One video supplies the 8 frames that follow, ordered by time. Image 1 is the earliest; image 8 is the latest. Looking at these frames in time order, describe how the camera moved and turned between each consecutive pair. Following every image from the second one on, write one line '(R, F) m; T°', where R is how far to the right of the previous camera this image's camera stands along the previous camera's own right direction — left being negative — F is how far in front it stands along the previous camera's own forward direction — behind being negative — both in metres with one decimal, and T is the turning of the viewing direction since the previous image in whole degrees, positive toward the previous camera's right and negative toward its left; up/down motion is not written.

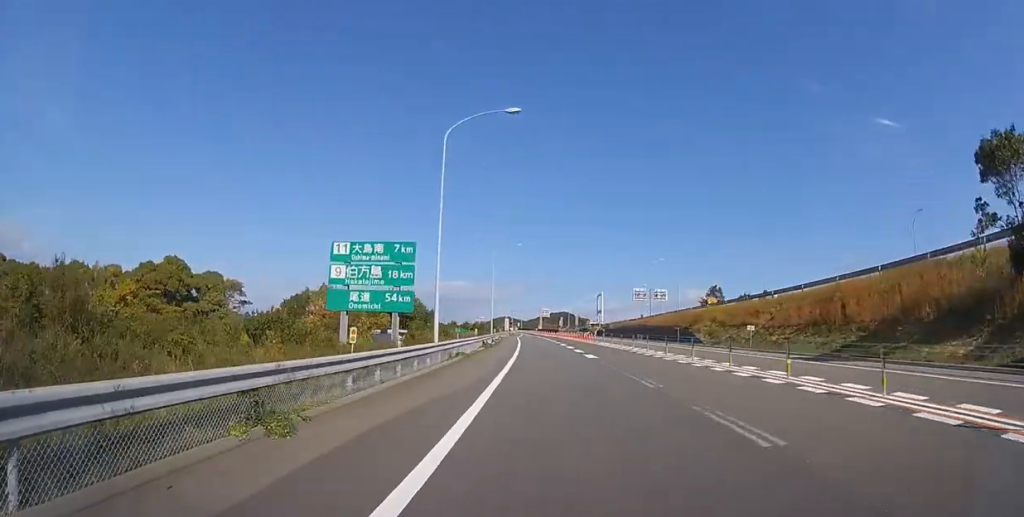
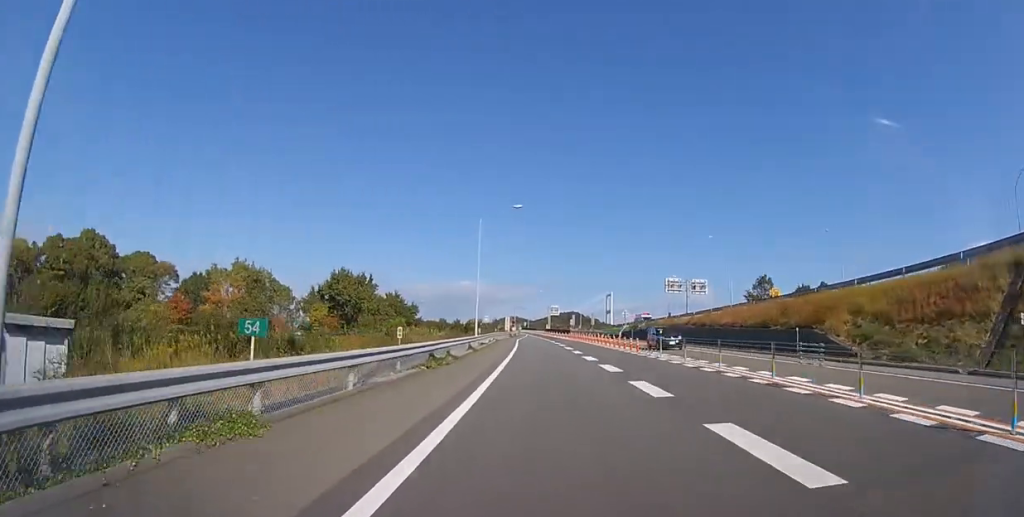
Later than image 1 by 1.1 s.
(-0.3, +18.9) m; -1°
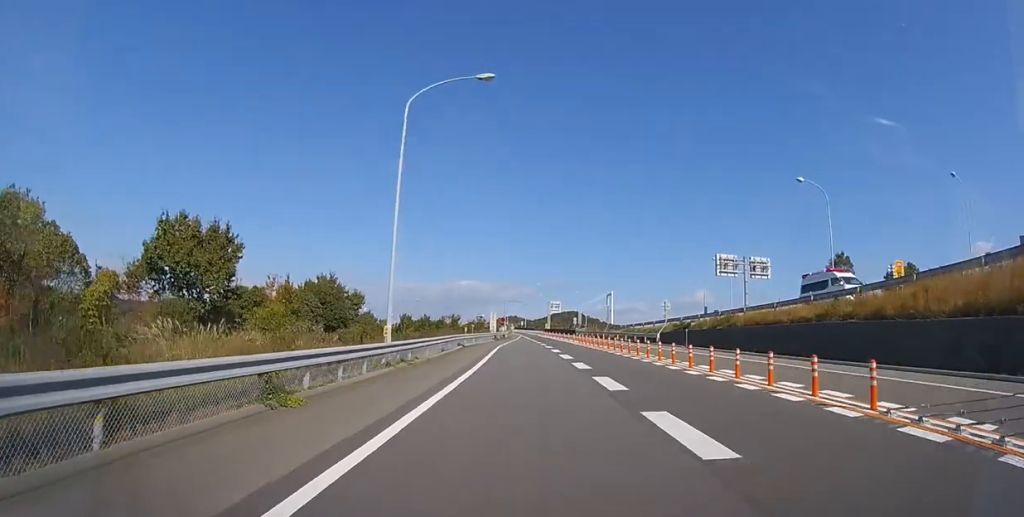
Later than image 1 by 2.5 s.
(0.0, +22.8) m; 0°
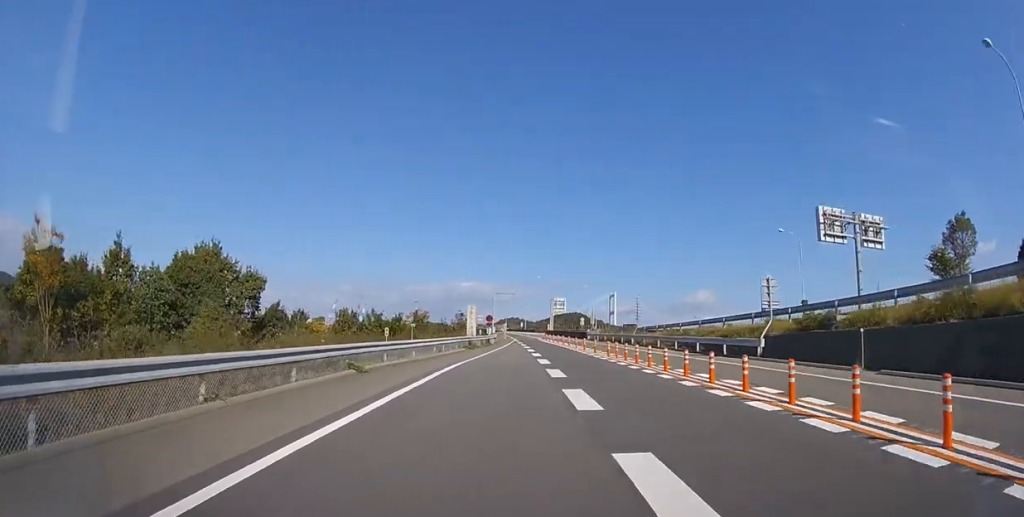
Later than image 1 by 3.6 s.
(-0.1, +20.4) m; -1°
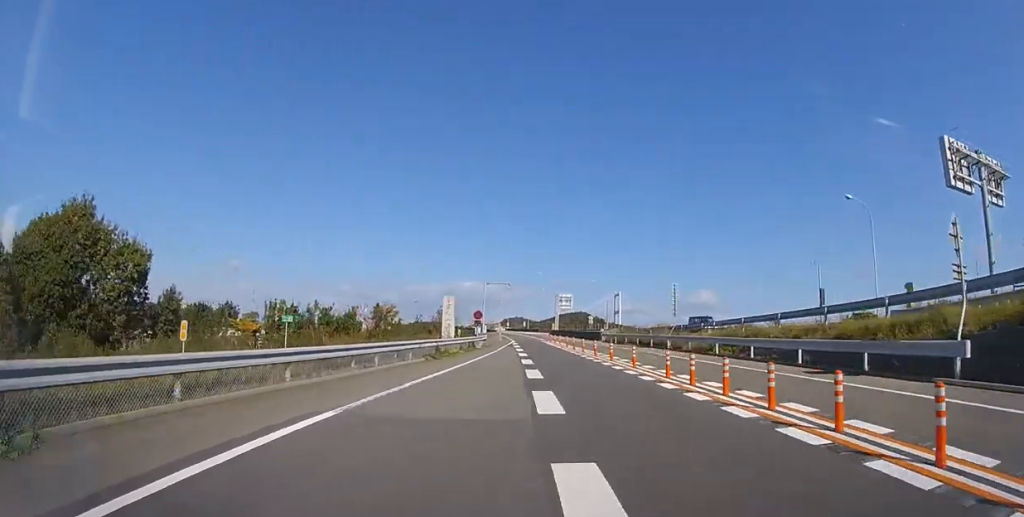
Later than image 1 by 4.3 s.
(0.0, +12.4) m; 0°
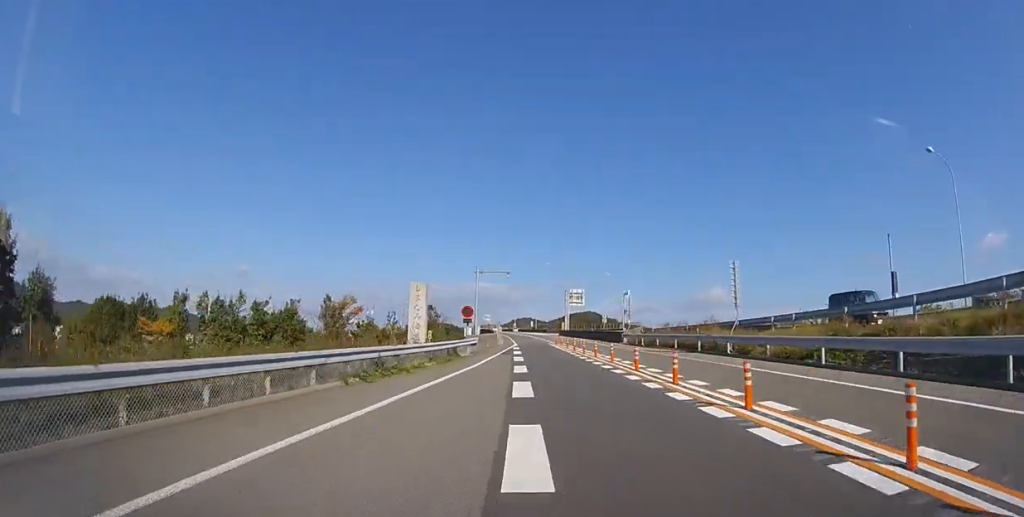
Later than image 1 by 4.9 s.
(0.0, +10.1) m; -1°
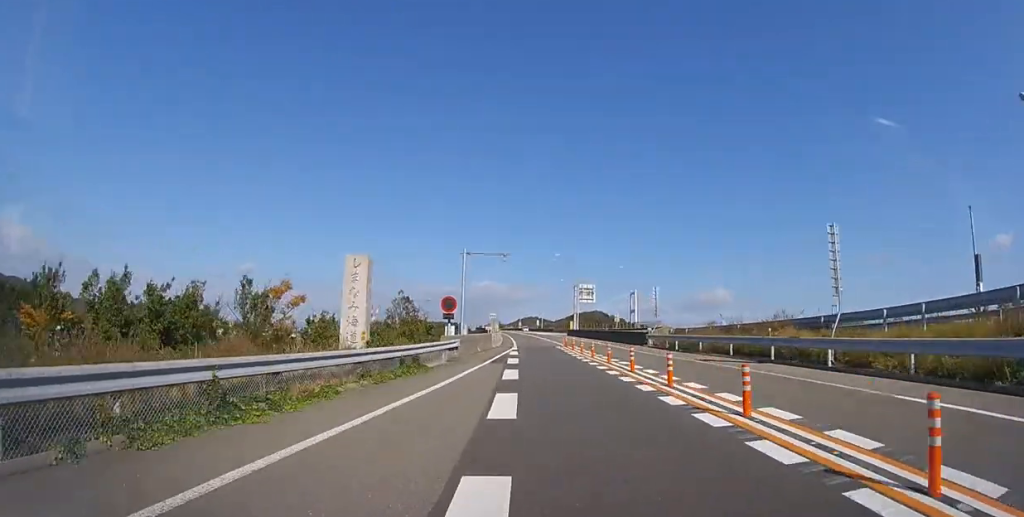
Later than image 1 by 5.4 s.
(0.0, +9.5) m; -1°
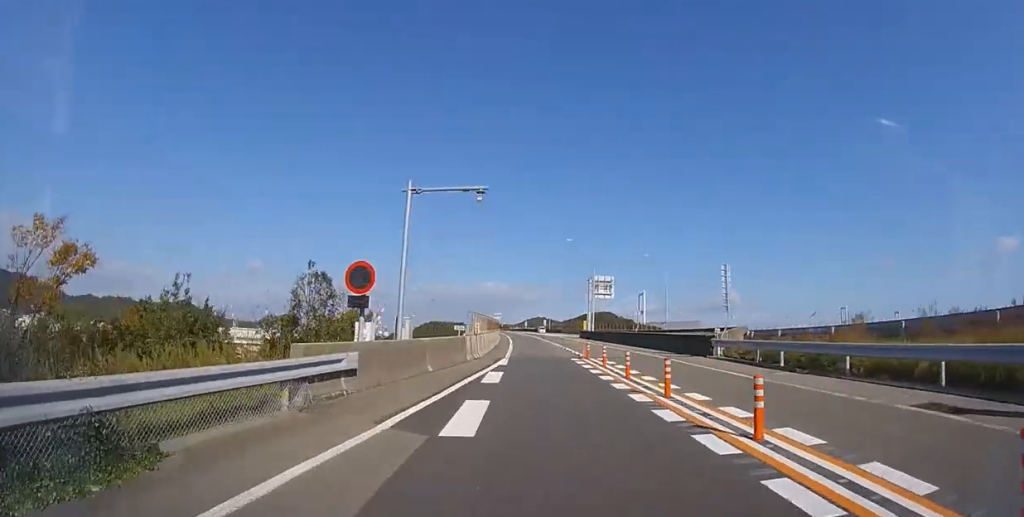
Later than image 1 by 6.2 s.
(-0.2, +13.2) m; -1°
